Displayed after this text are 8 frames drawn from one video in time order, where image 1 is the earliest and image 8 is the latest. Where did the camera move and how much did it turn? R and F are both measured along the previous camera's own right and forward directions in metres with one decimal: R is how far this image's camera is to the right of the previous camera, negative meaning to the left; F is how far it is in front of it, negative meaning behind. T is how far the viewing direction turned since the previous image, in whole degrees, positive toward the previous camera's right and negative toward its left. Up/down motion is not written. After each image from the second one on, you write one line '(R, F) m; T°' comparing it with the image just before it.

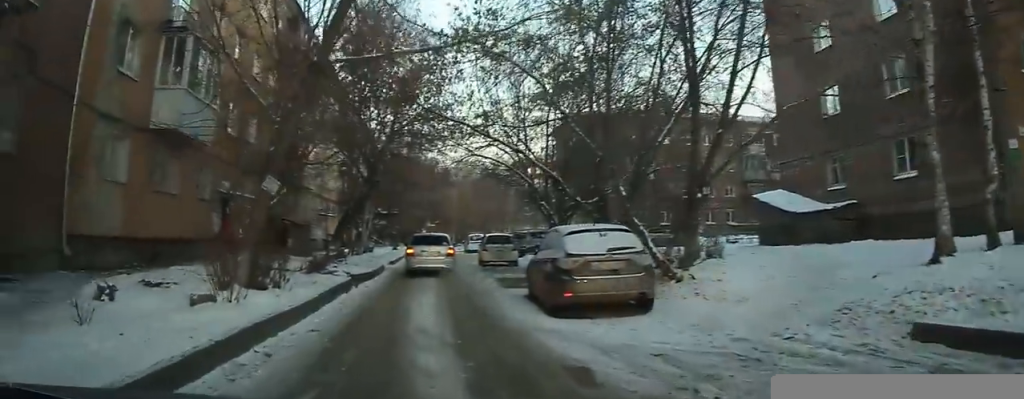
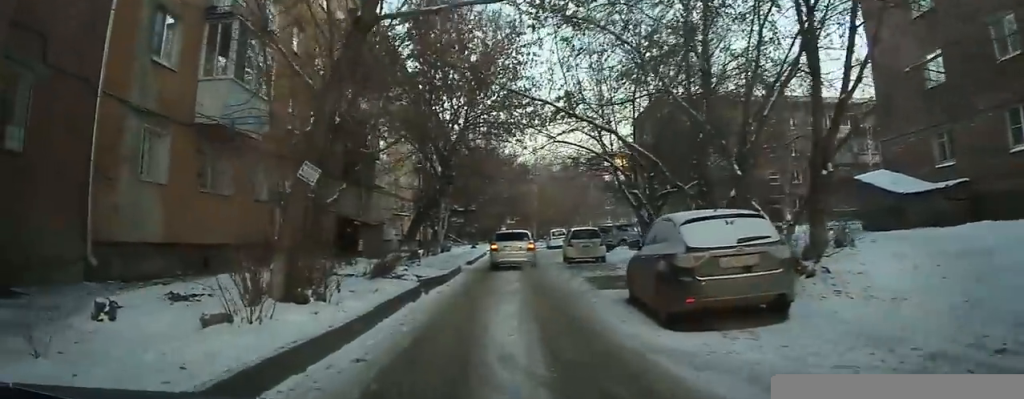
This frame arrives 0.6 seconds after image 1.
(0.0, +1.9) m; -2°
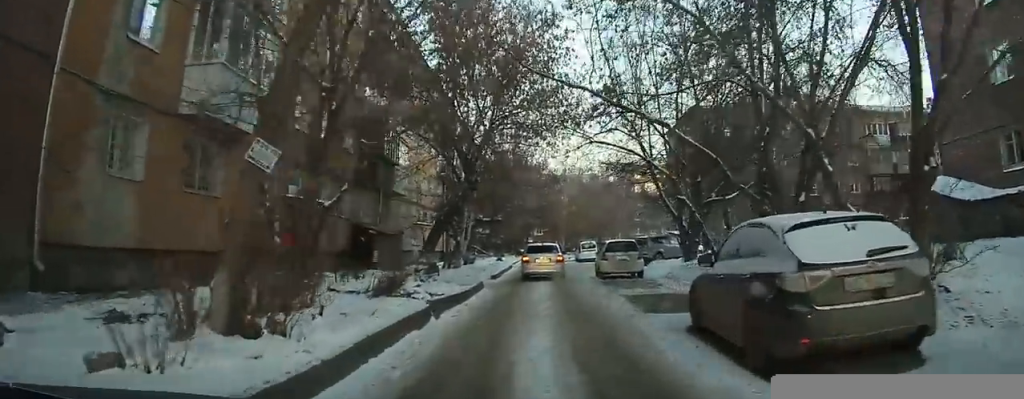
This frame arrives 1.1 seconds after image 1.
(0.0, +2.0) m; -1°
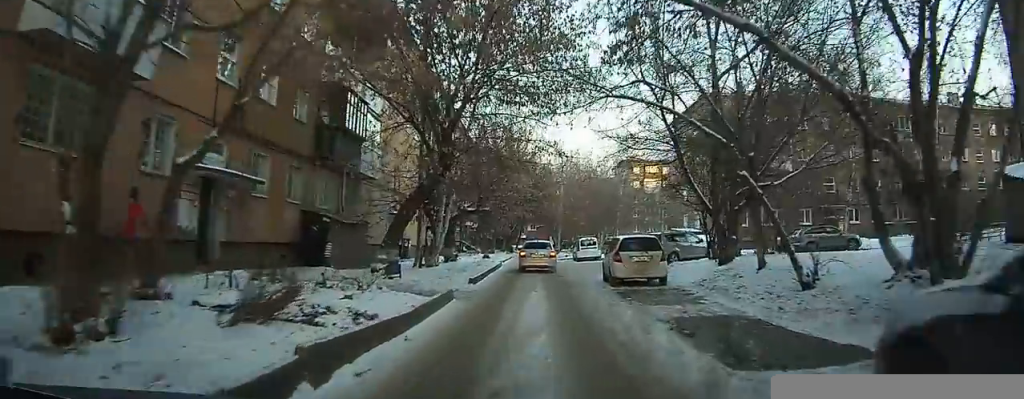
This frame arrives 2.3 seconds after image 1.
(-0.1, +4.0) m; -1°
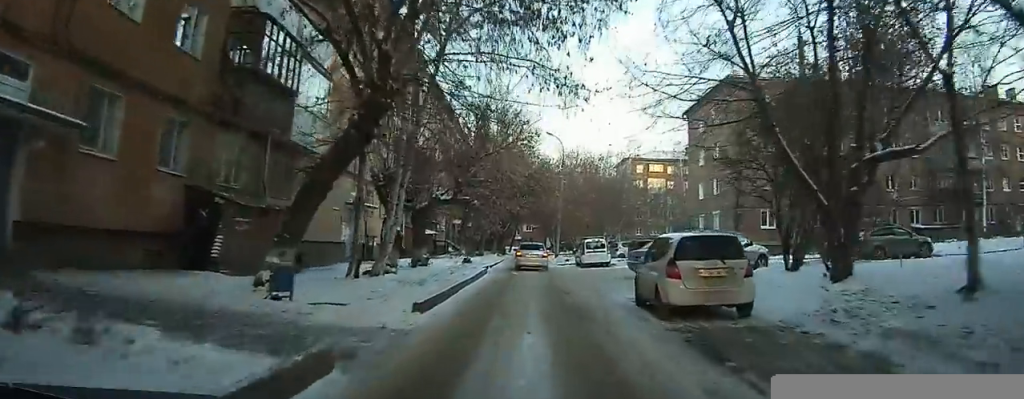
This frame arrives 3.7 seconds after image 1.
(+0.1, +5.6) m; 0°
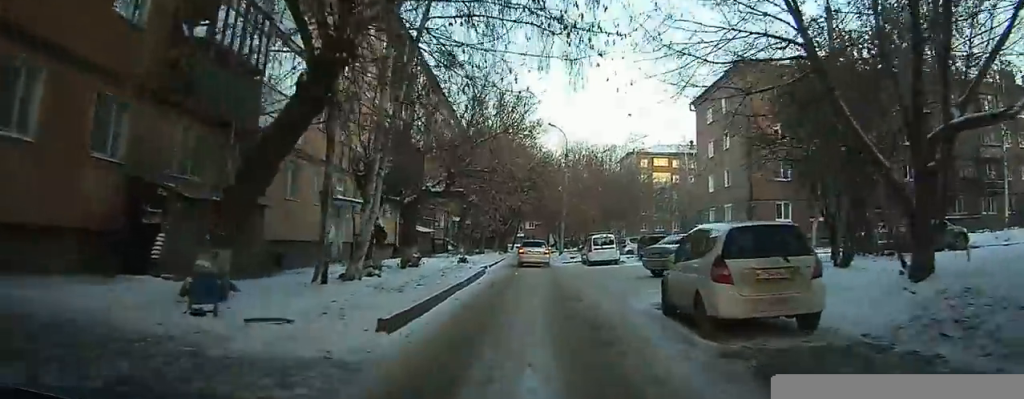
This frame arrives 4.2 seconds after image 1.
(+0.1, +1.9) m; -1°
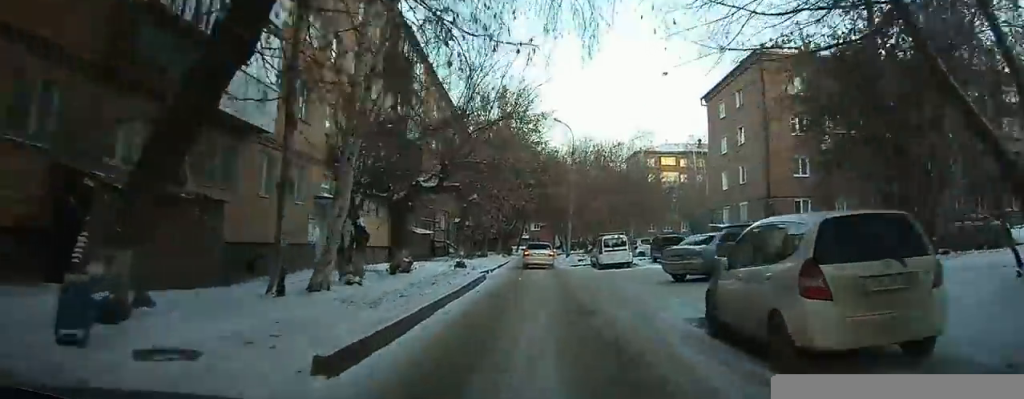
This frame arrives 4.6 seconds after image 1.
(-0.1, +2.1) m; -2°
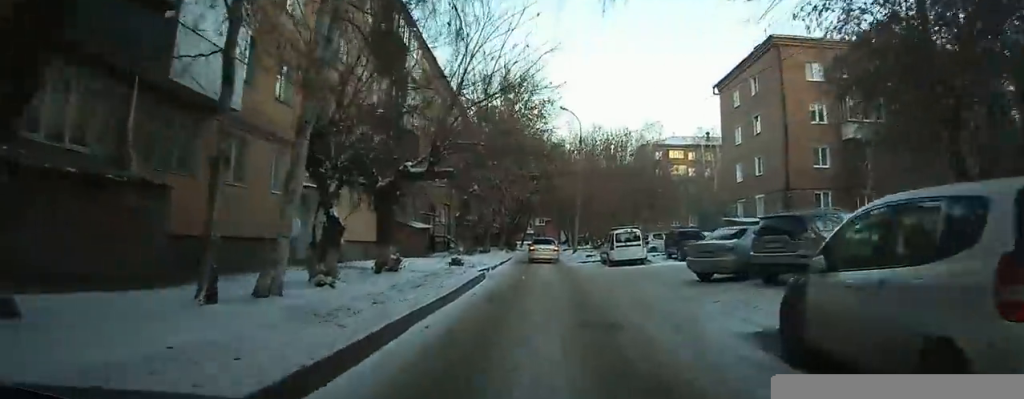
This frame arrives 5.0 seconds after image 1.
(-0.1, +2.1) m; -2°
